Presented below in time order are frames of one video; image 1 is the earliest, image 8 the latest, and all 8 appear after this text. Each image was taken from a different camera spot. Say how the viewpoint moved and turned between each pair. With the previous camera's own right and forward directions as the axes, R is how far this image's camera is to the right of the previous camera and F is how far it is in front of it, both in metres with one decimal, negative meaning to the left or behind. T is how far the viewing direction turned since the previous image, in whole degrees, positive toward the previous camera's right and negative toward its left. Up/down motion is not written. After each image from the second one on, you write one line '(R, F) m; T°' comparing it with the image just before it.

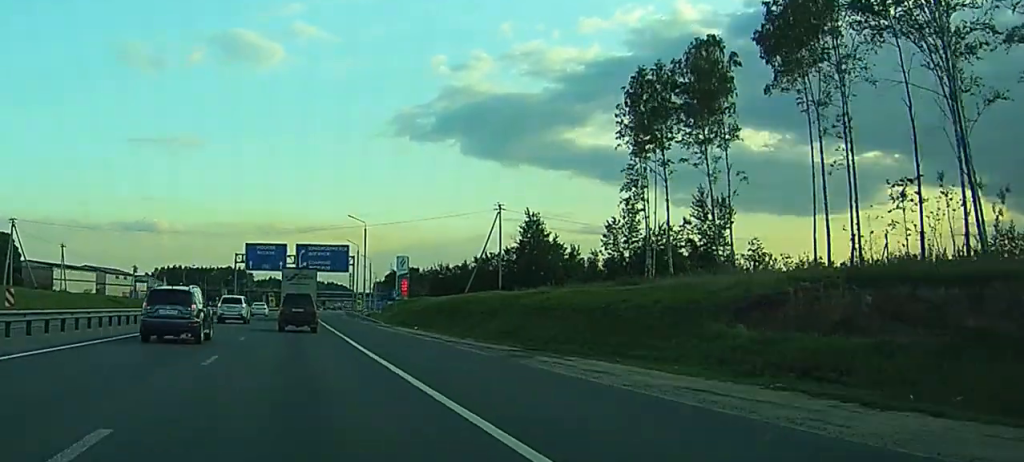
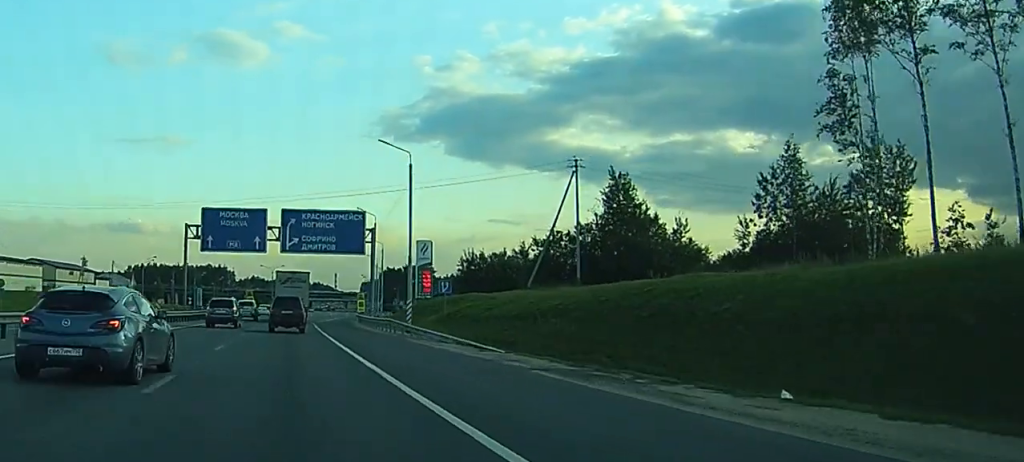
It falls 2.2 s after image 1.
(+0.3, +41.7) m; +1°
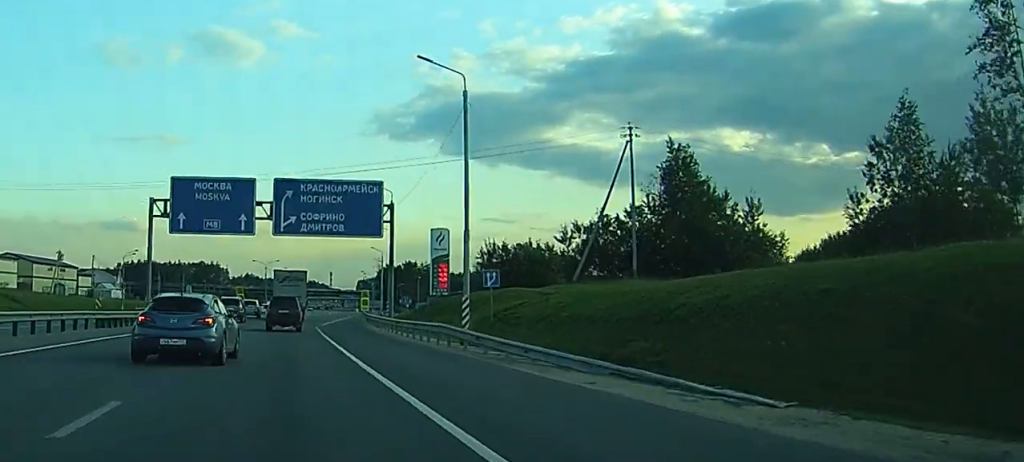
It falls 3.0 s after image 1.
(+0.1, +16.3) m; 0°
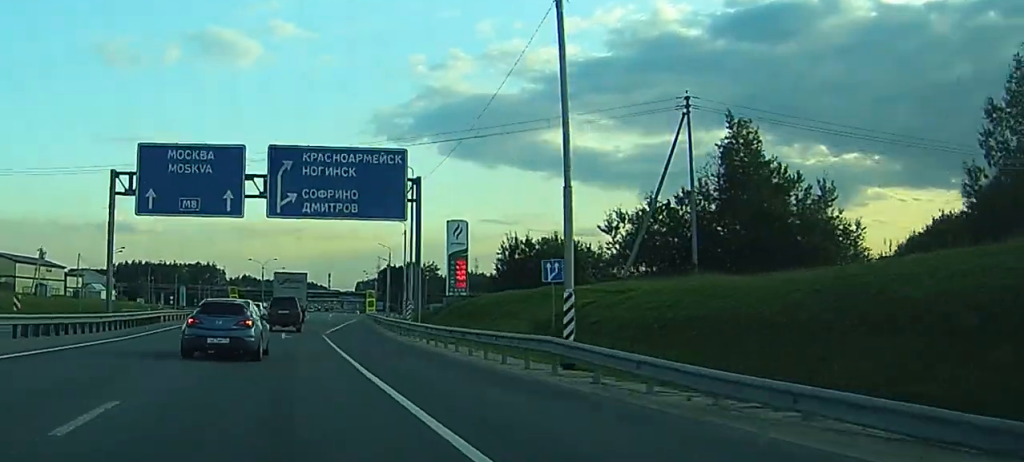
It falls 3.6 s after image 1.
(-0.1, +11.8) m; 0°
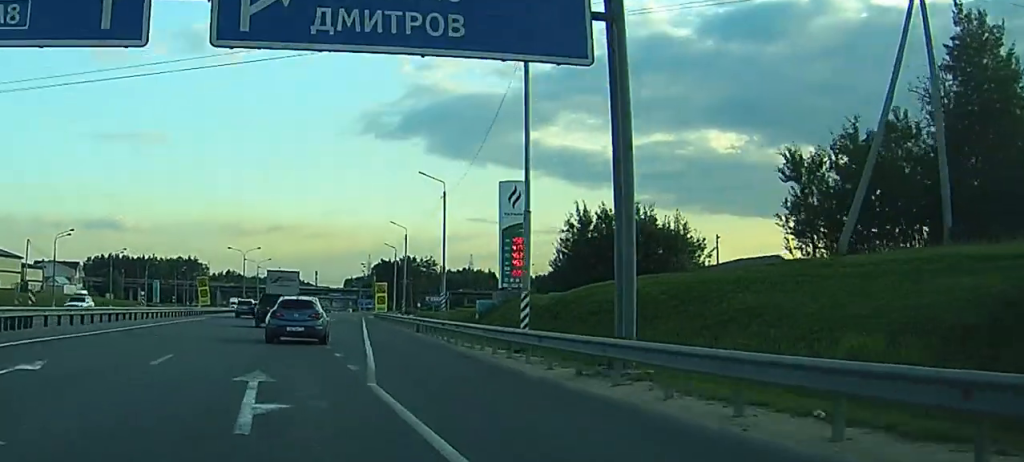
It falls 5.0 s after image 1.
(+0.3, +27.6) m; +2°
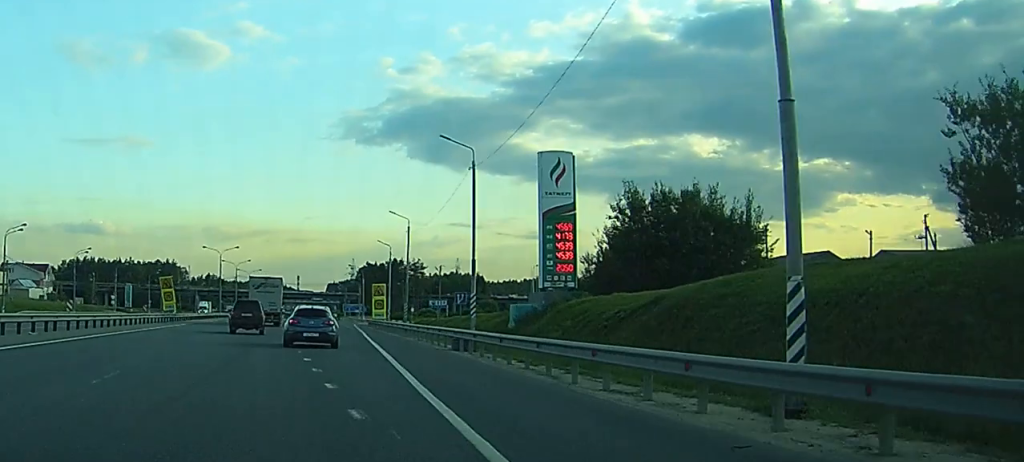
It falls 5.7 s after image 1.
(+0.1, +14.5) m; +2°
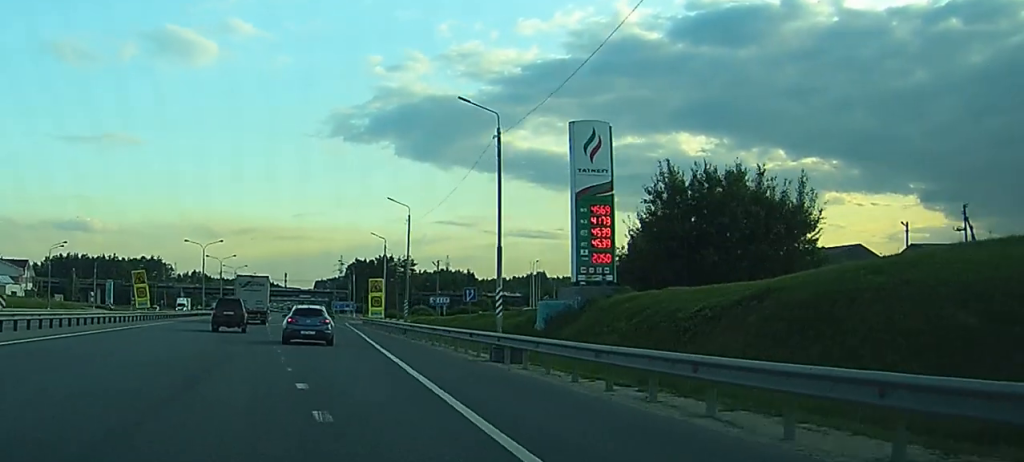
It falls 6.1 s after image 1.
(+0.2, +7.9) m; +1°
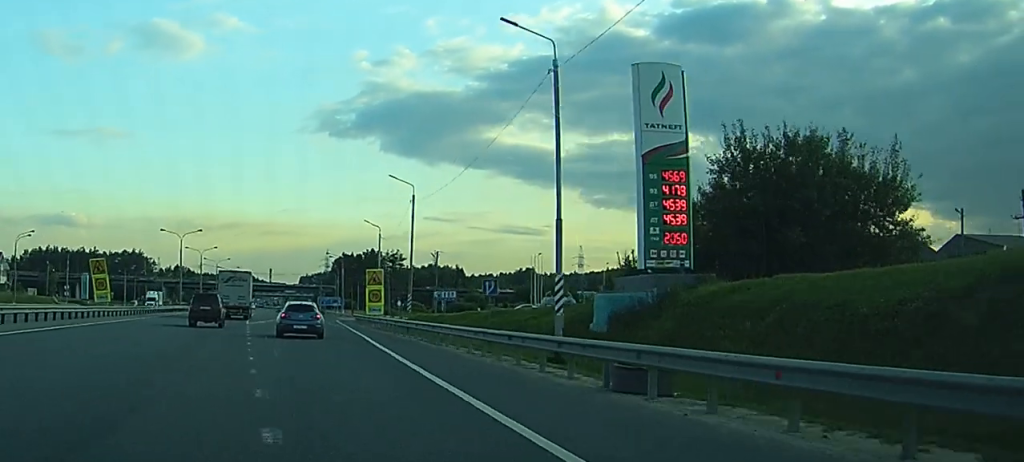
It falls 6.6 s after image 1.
(+0.2, +9.9) m; +1°
